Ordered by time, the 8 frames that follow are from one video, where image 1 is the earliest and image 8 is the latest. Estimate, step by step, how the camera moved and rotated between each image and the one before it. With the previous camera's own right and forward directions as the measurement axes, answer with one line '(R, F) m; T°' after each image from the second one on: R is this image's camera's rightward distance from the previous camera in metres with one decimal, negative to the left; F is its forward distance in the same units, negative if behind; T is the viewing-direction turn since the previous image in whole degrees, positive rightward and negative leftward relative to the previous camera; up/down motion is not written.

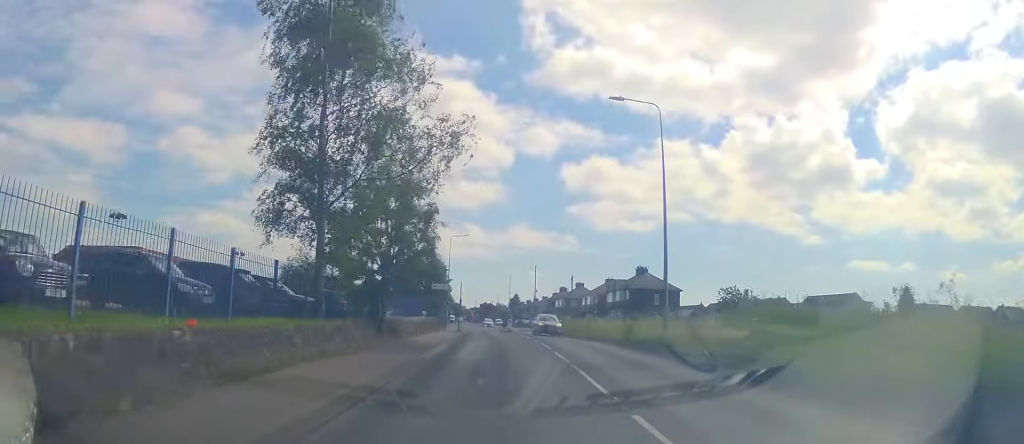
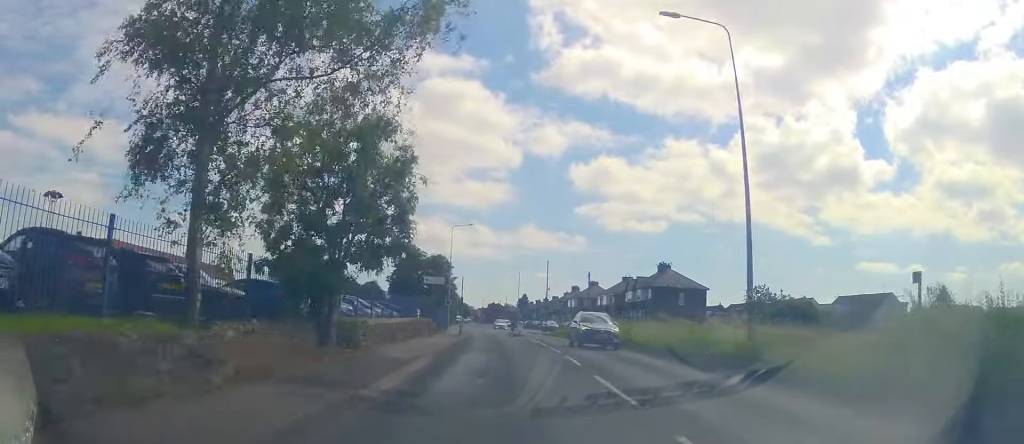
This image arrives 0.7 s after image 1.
(+0.1, +7.6) m; 0°
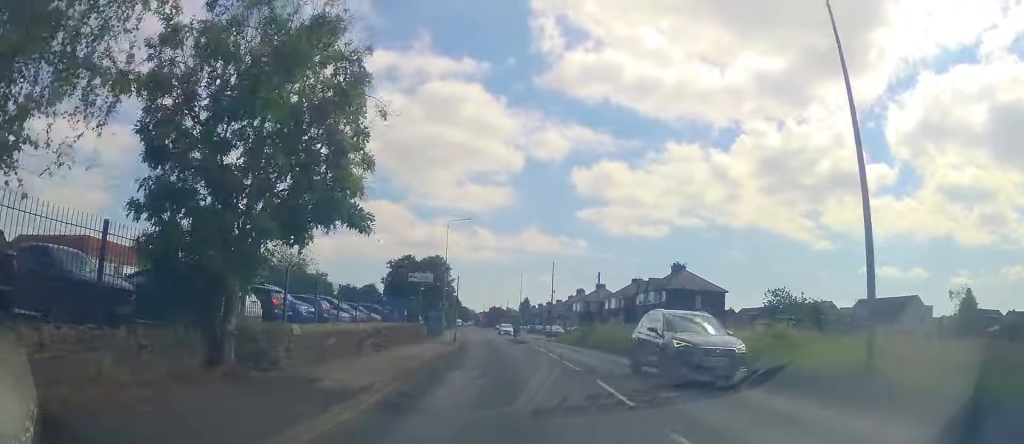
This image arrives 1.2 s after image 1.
(-0.1, +5.7) m; 0°
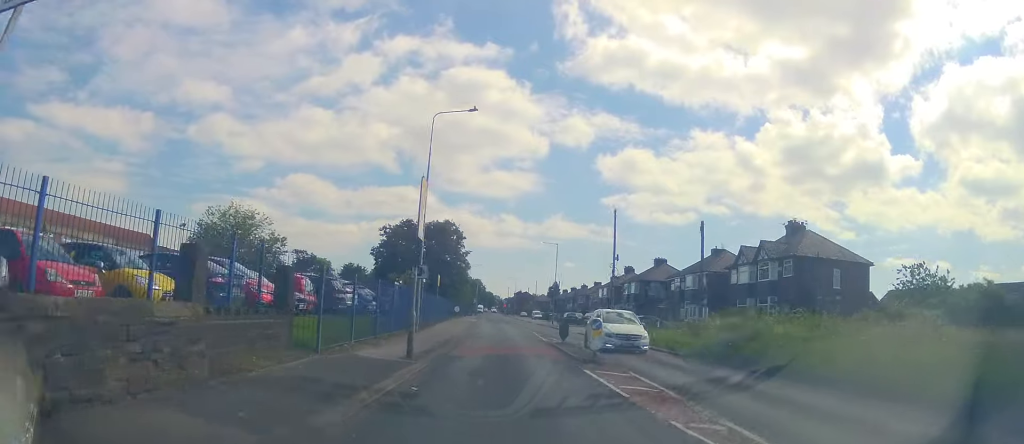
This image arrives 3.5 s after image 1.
(0.0, +24.3) m; -1°
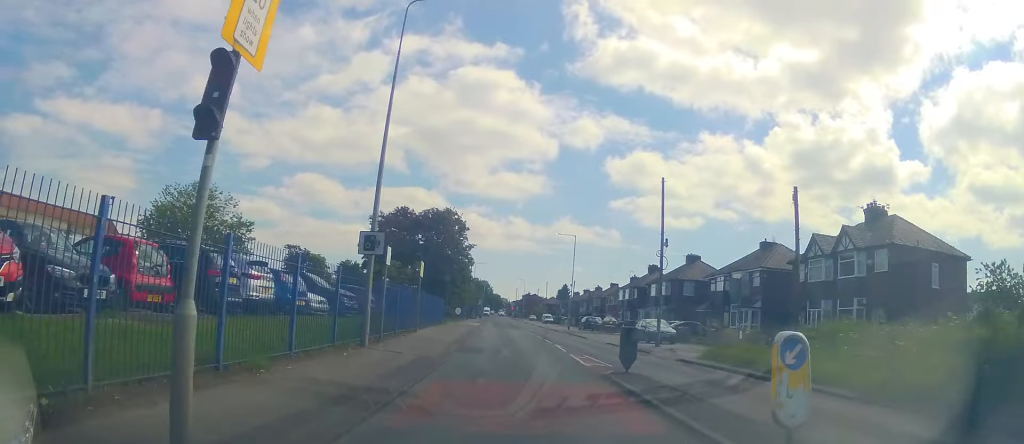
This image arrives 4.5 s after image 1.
(-0.3, +10.5) m; -1°
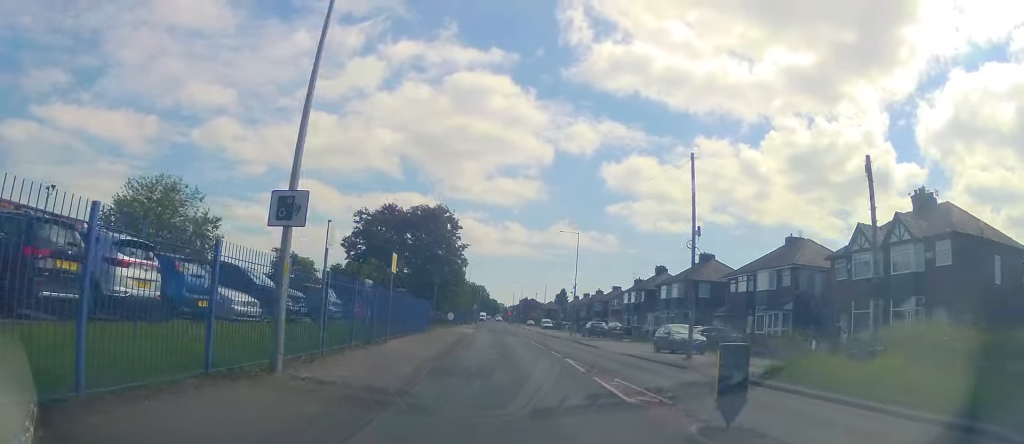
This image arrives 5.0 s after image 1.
(0.0, +5.8) m; +1°
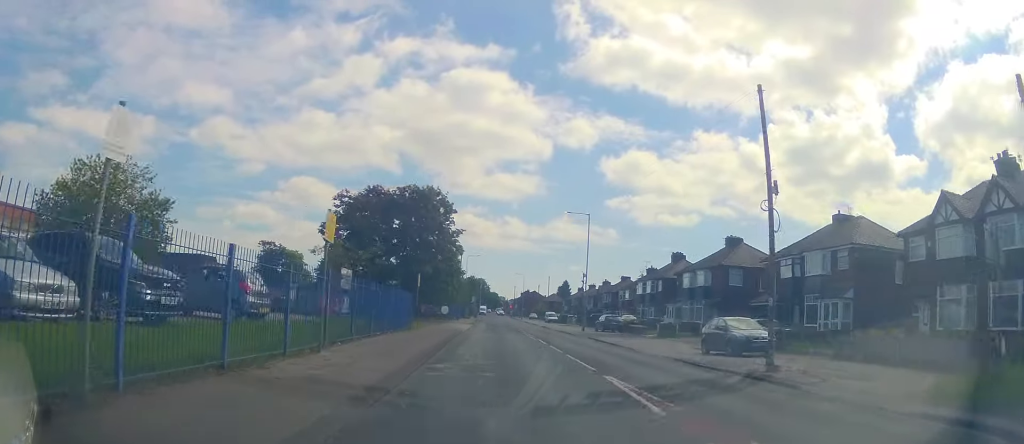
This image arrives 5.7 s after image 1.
(+0.2, +7.5) m; +2°
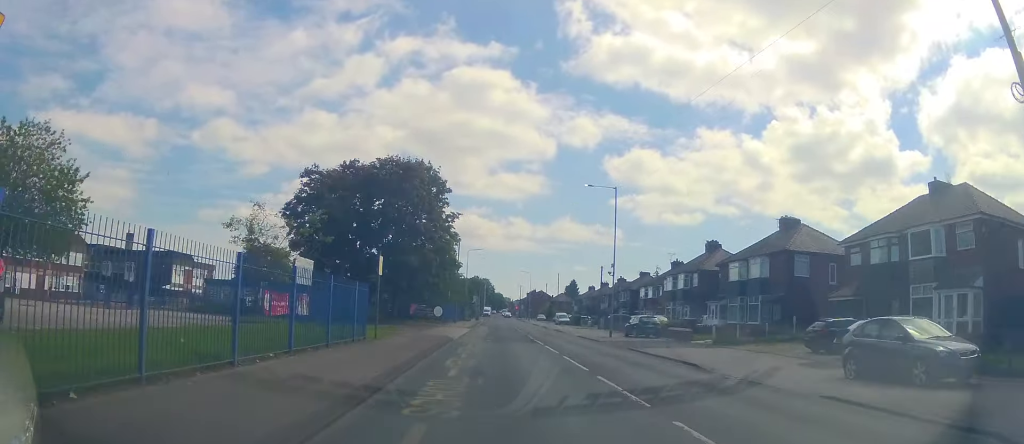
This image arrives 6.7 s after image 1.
(+0.1, +10.4) m; -3°
